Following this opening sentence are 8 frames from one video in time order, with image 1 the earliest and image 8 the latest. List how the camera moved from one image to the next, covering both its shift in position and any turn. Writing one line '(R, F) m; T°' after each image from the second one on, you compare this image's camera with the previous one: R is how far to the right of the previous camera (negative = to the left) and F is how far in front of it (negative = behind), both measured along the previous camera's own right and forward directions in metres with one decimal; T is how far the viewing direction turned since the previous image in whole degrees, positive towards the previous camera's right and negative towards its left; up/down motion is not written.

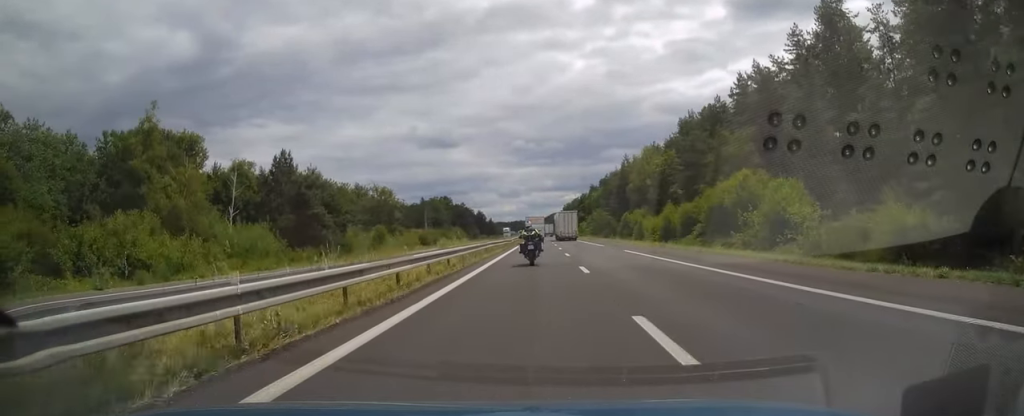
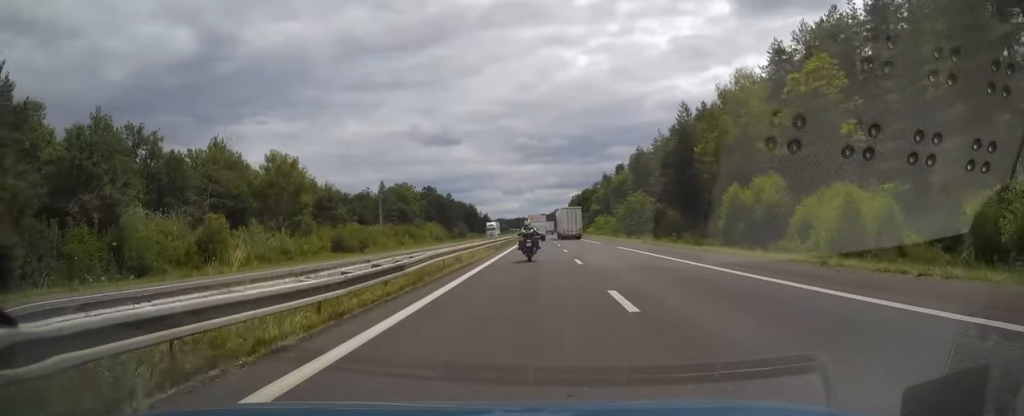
(0.0, +48.9) m; 0°
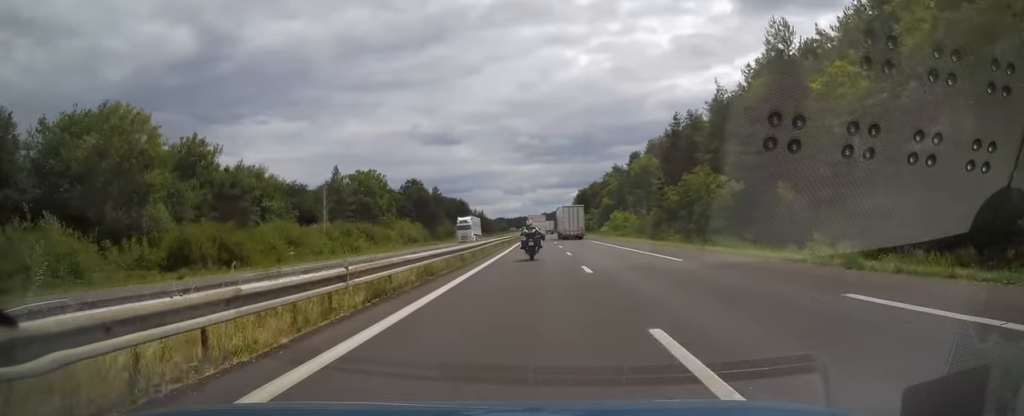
(0.0, +31.3) m; 0°
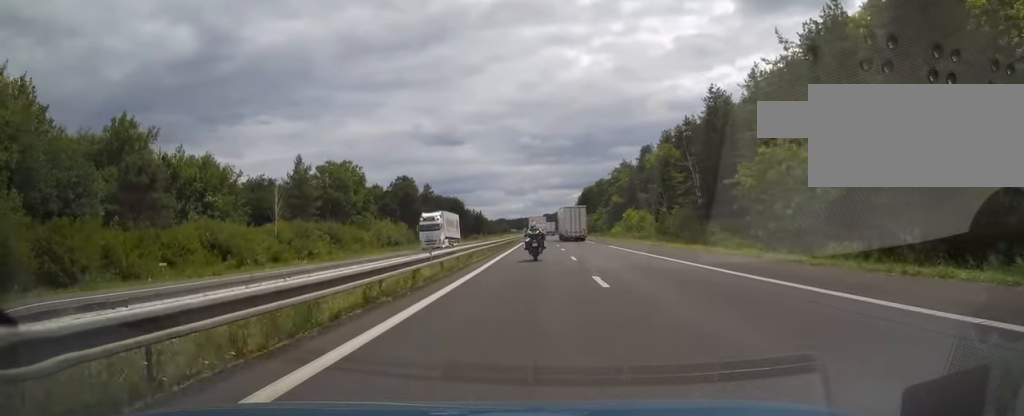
(+0.1, +17.1) m; 0°
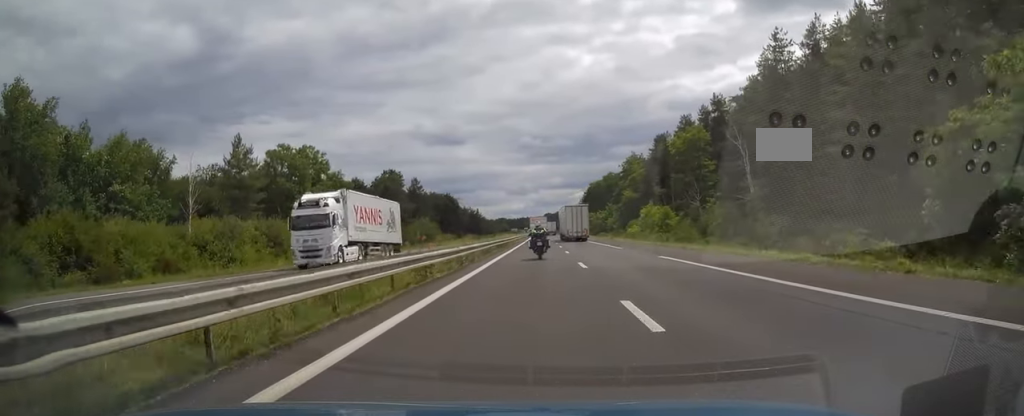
(-0.1, +18.9) m; 0°
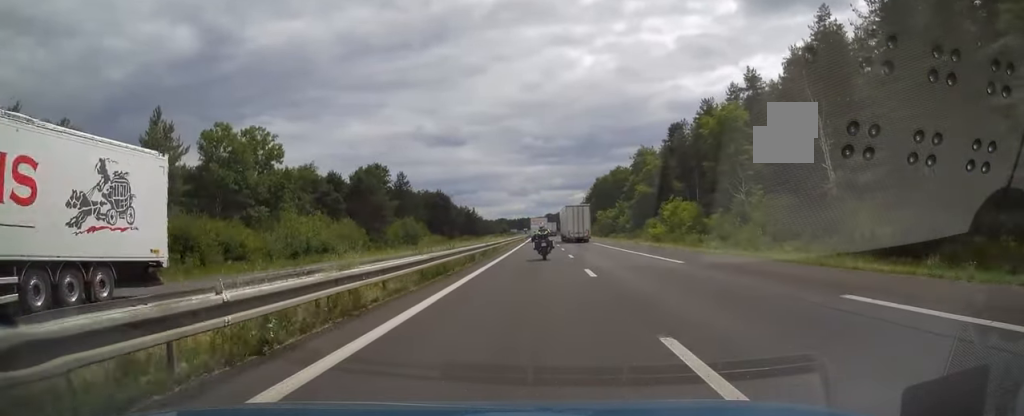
(0.0, +16.6) m; 0°
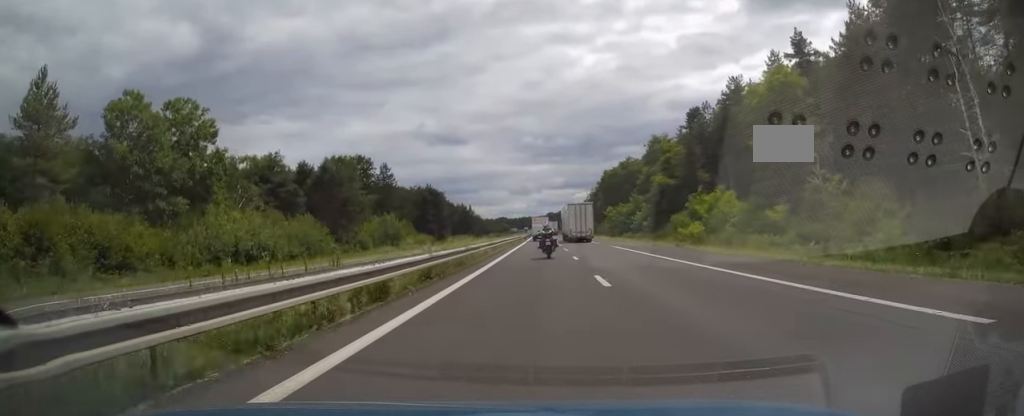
(0.0, +16.2) m; 0°
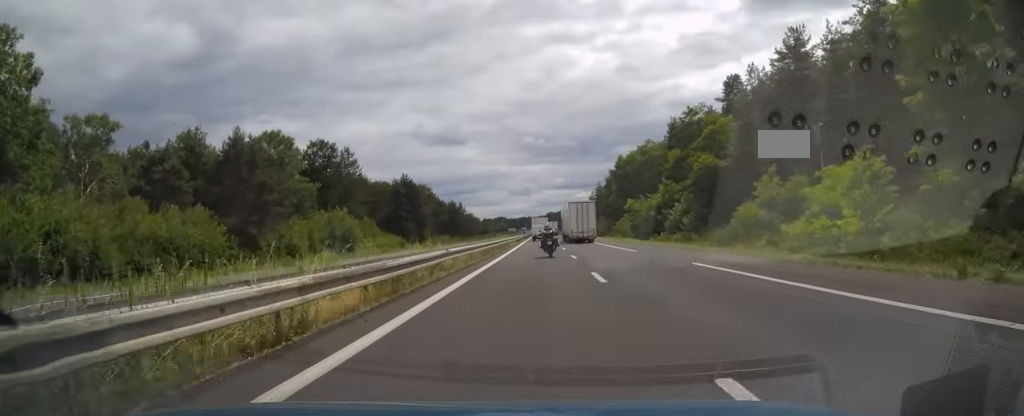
(-0.1, +25.1) m; 0°
